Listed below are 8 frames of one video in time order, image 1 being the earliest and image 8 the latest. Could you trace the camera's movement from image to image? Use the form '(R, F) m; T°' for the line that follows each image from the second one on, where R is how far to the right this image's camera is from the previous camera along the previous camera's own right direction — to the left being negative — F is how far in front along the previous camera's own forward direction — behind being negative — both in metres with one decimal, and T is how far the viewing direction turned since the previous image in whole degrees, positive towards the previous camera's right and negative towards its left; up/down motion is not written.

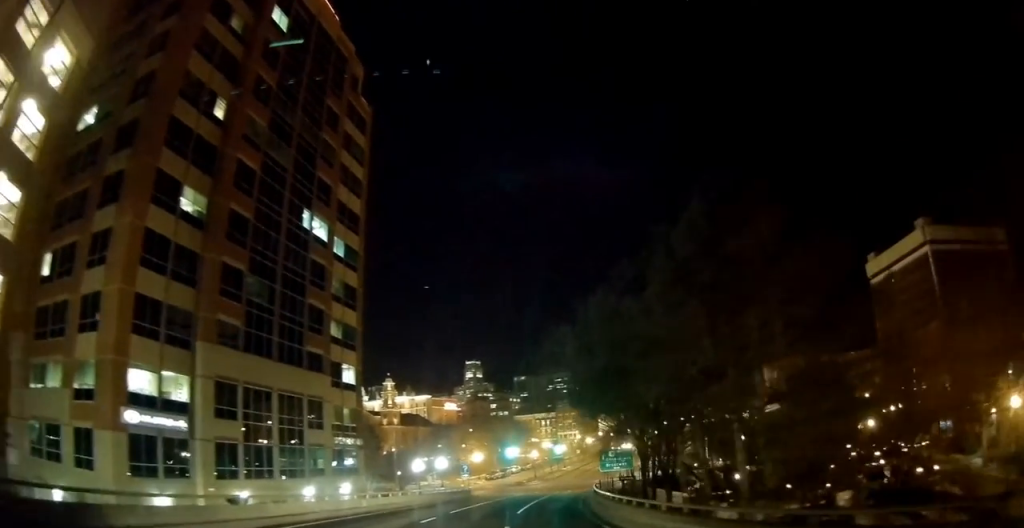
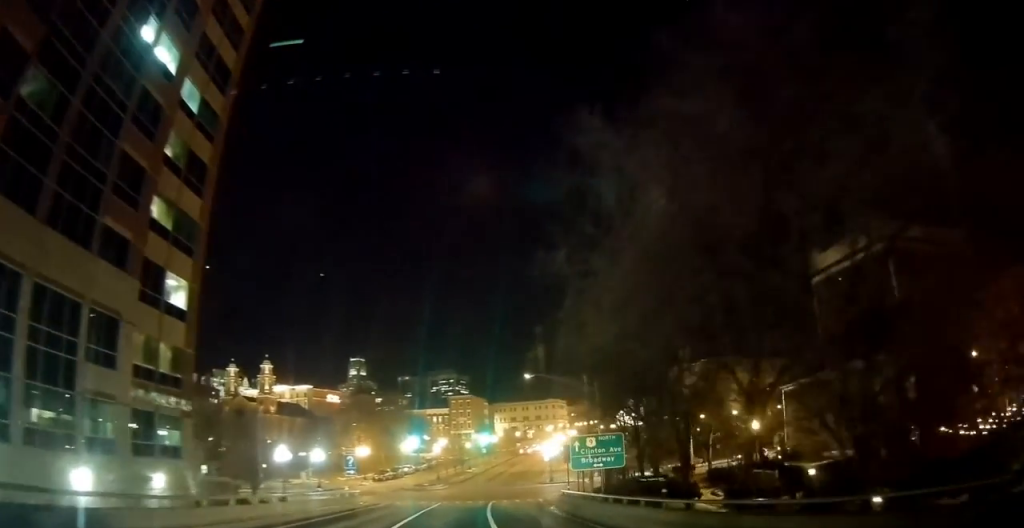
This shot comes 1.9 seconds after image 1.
(+2.6, +22.8) m; +14°
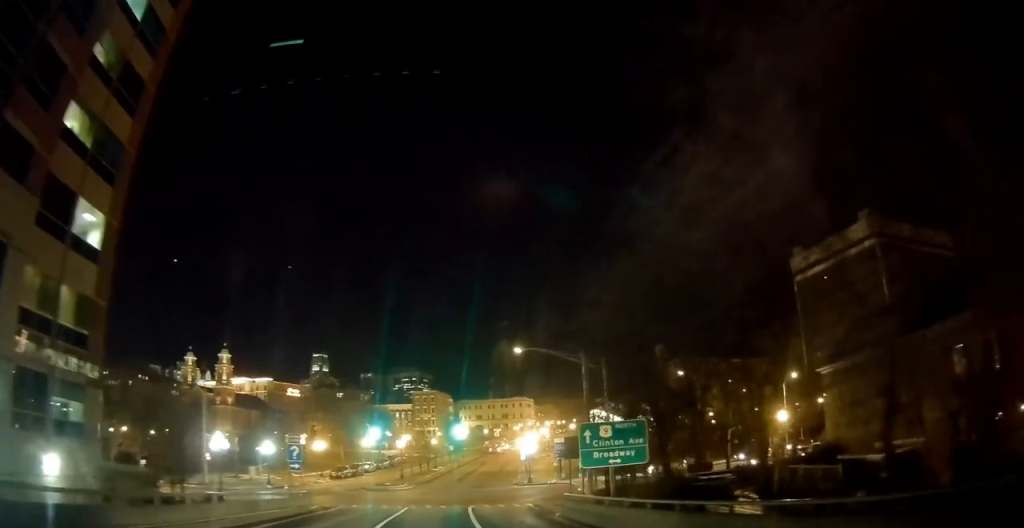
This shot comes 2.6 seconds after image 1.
(+0.6, +8.5) m; +4°
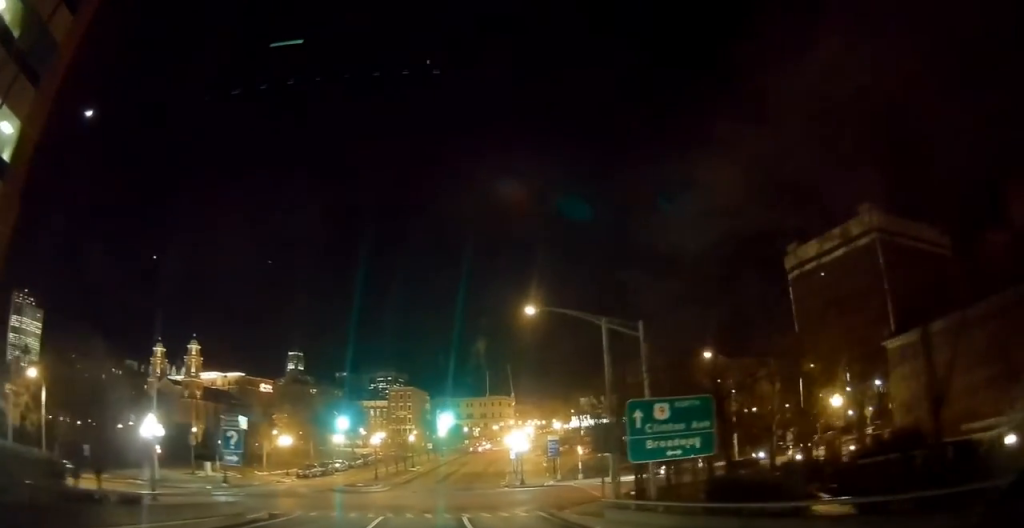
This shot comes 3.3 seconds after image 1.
(+0.3, +8.4) m; +2°
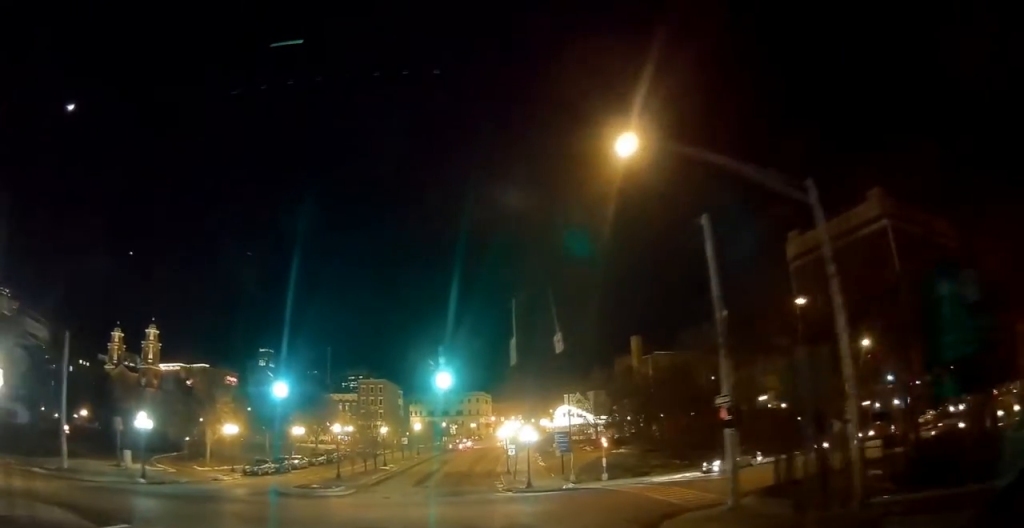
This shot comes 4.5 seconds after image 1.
(+0.1, +14.2) m; +3°
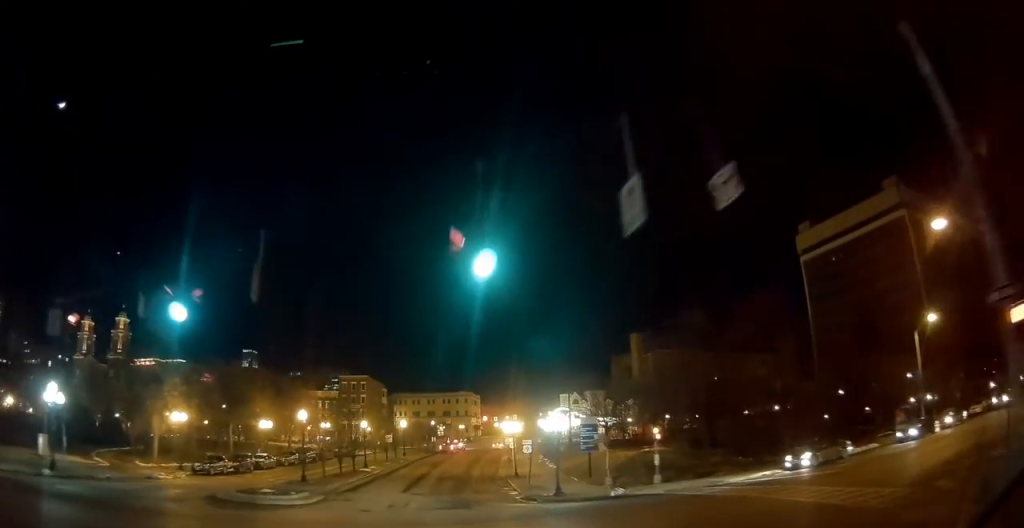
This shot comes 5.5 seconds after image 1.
(+0.4, +11.2) m; +4°
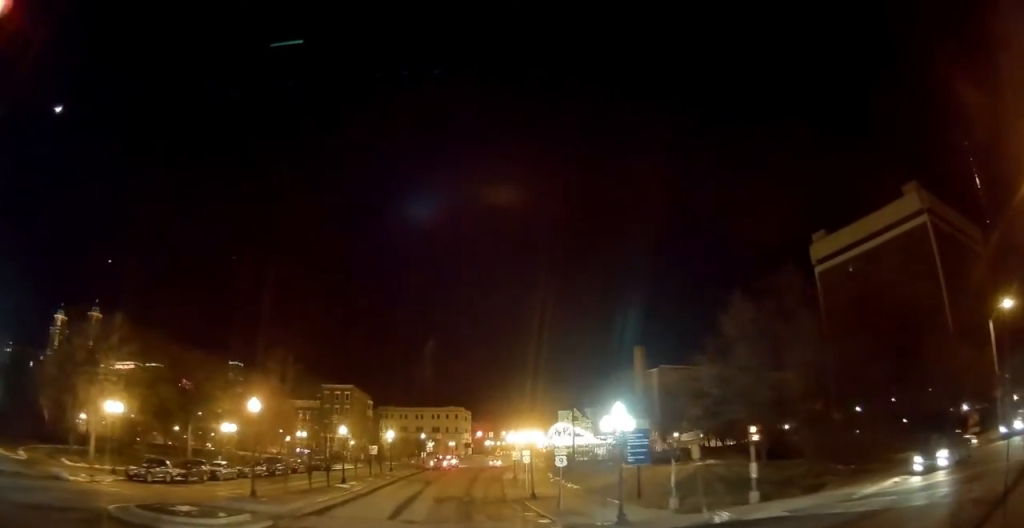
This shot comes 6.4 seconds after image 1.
(+0.4, +10.5) m; +3°
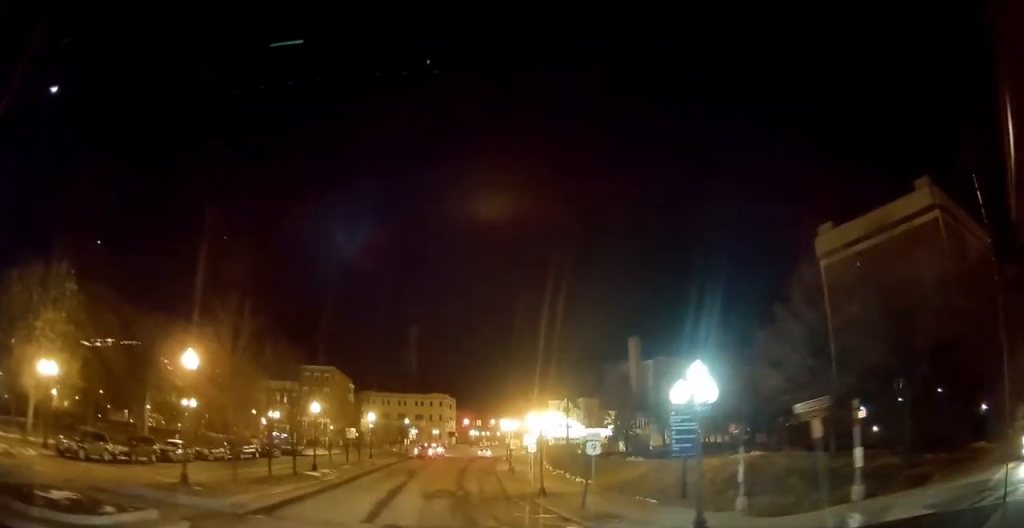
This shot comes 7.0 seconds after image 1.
(-0.1, +7.4) m; +2°
